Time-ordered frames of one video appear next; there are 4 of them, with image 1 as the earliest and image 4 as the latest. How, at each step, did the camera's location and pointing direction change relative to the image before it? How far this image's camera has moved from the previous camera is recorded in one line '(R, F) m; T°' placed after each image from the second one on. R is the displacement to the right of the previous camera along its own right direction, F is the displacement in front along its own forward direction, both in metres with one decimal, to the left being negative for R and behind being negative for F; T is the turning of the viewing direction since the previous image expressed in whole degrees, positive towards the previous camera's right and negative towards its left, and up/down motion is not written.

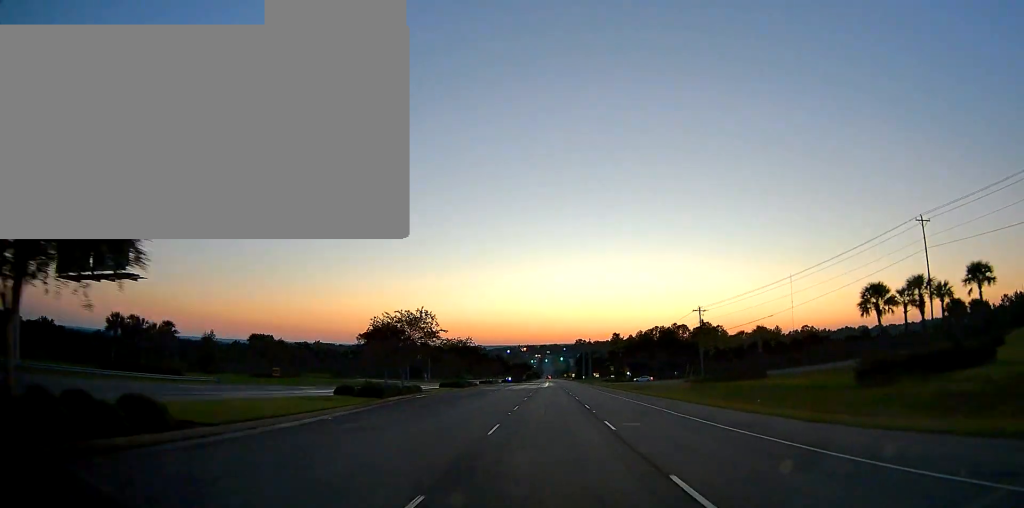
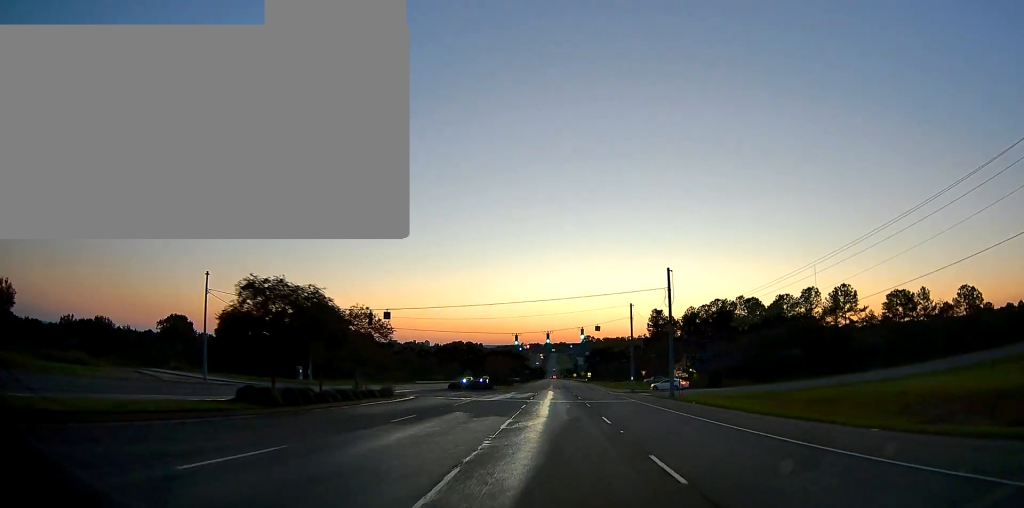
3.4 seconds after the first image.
(+0.1, +78.7) m; 0°
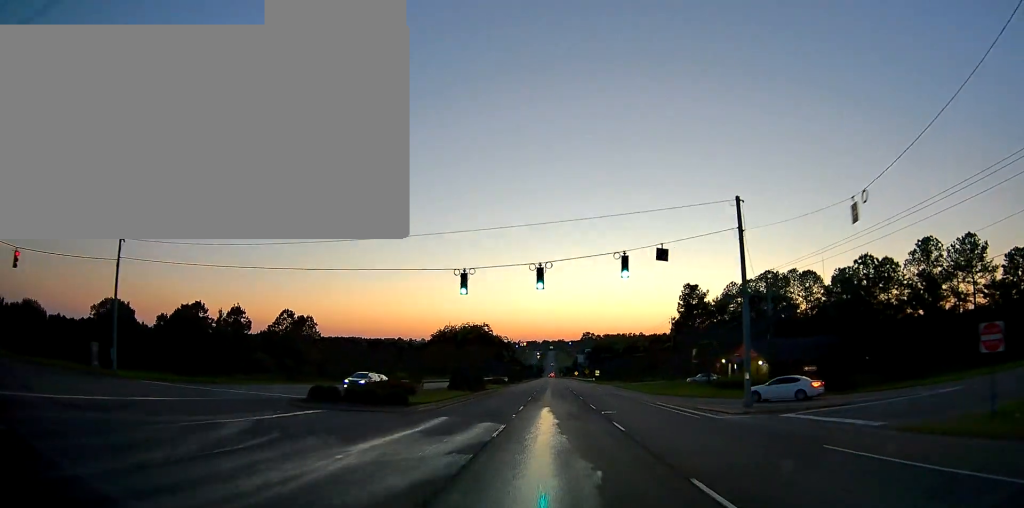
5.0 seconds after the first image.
(+0.2, +37.8) m; 0°
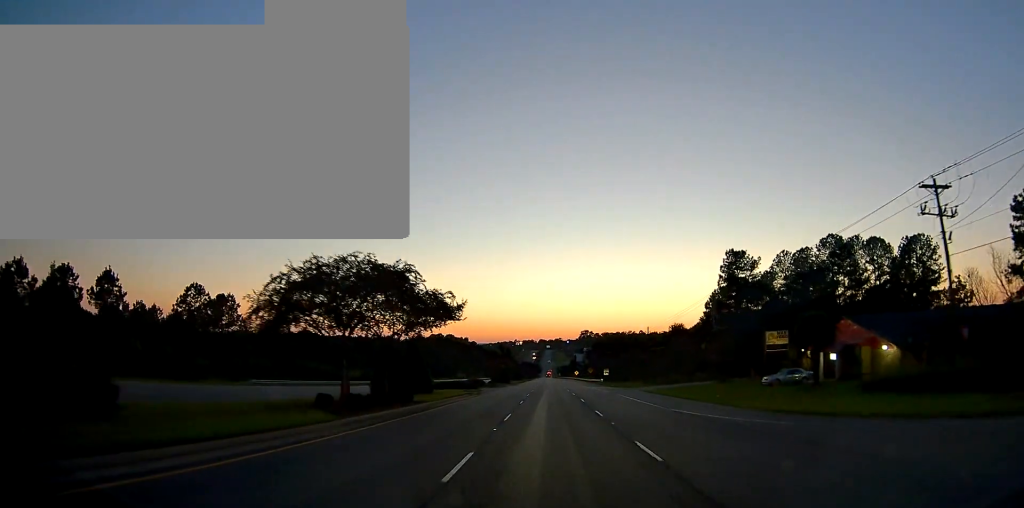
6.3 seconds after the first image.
(0.0, +29.3) m; 0°
